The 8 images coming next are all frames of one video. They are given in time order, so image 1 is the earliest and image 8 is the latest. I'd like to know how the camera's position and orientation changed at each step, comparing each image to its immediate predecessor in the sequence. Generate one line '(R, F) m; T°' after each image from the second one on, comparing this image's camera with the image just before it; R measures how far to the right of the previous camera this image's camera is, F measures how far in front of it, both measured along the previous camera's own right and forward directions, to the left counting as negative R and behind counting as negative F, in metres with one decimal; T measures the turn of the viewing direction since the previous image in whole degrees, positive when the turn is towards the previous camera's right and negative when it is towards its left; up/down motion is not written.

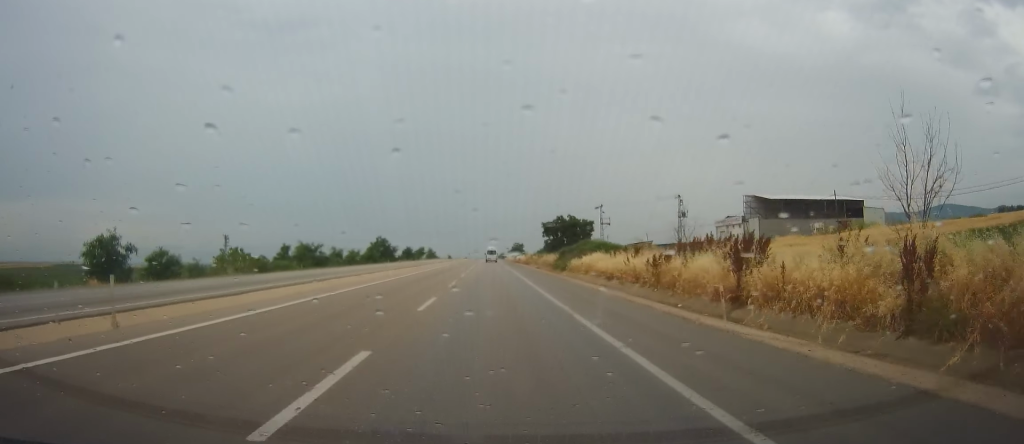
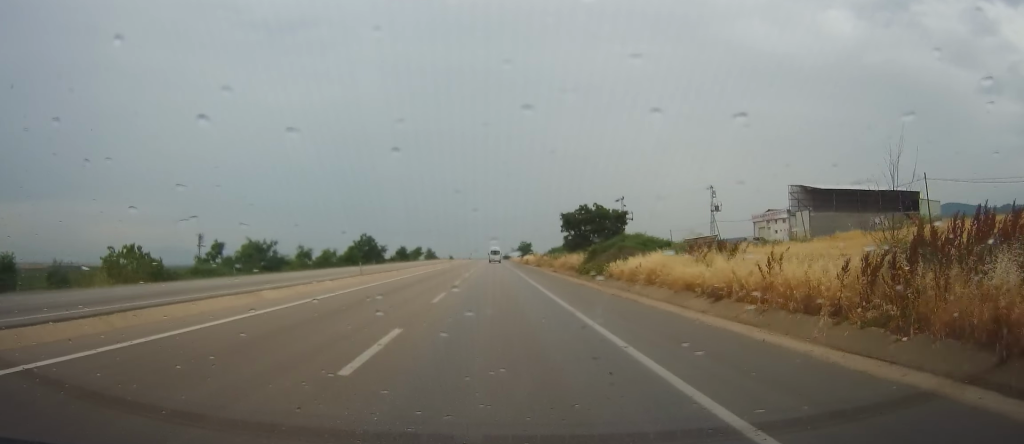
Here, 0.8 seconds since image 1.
(+0.8, +19.6) m; +1°
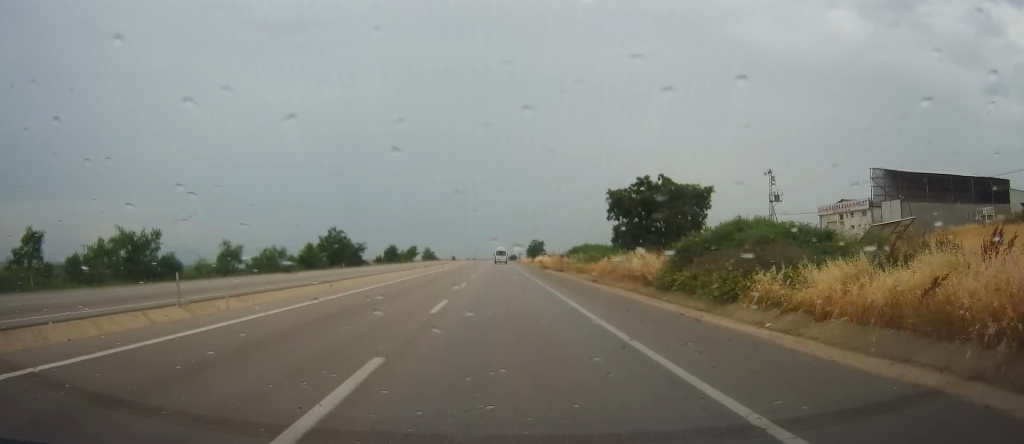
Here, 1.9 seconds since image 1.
(-0.4, +27.7) m; -1°
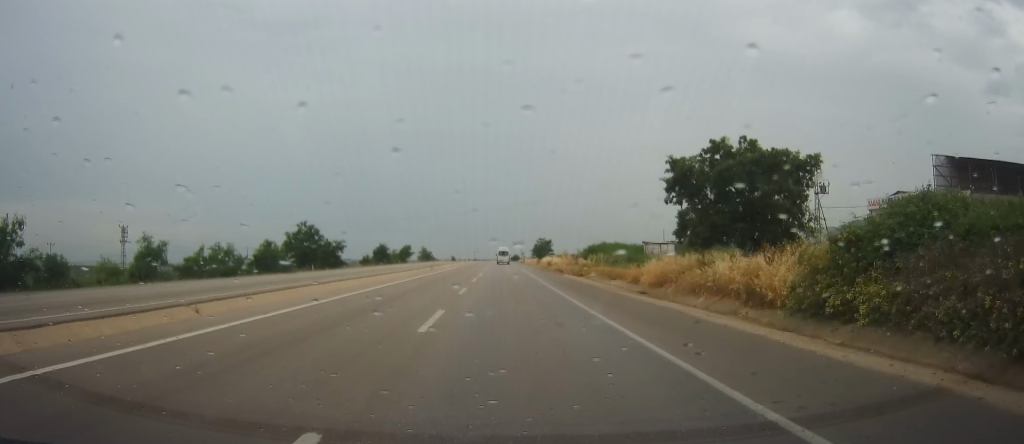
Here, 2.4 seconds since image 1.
(0.0, +15.4) m; 0°
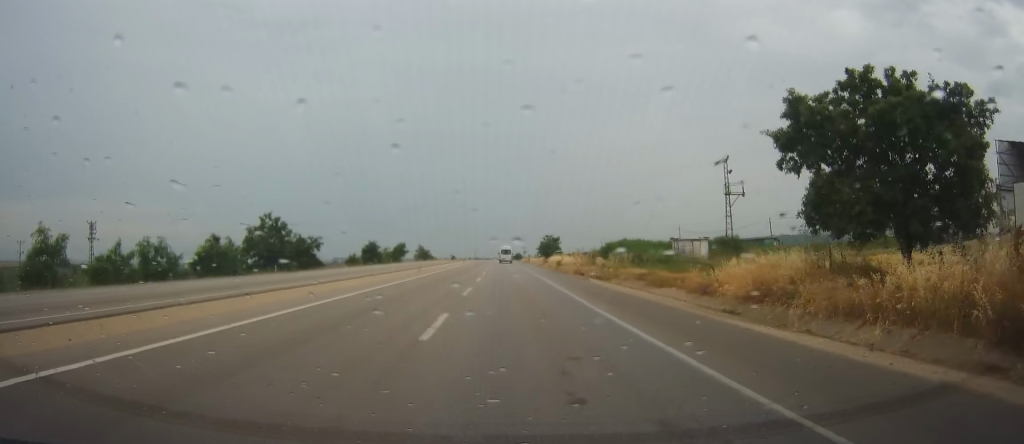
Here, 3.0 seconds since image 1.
(0.0, +13.2) m; 0°
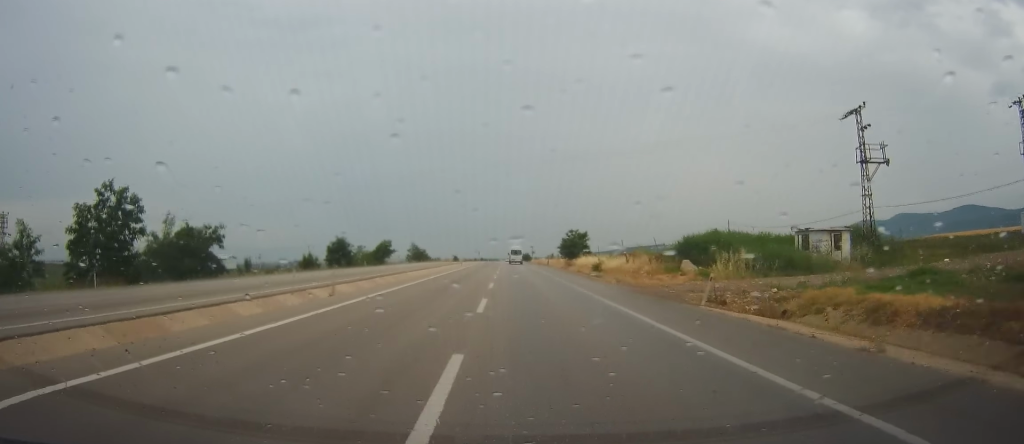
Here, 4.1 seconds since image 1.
(-0.2, +29.7) m; -1°
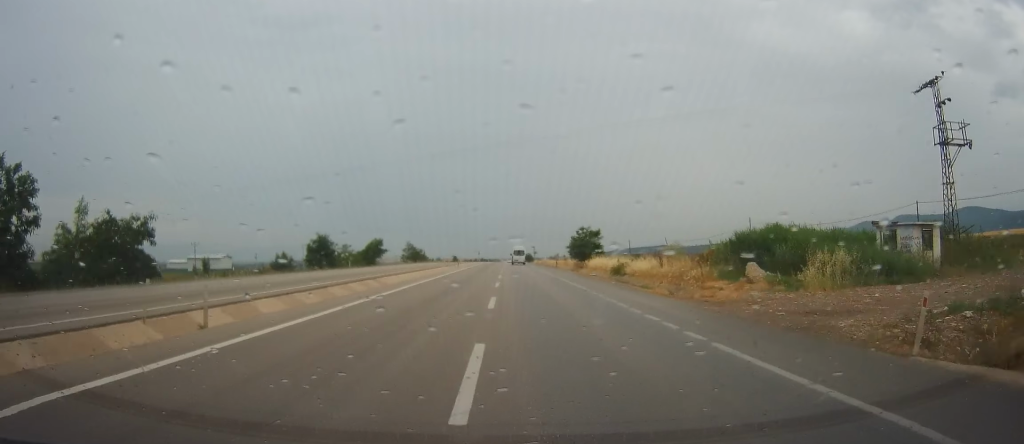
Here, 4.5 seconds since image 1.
(-0.3, +10.4) m; 0°
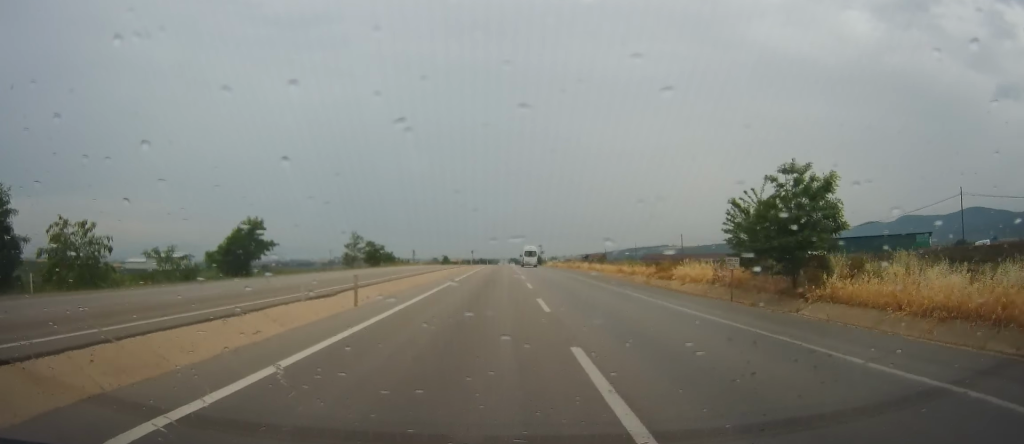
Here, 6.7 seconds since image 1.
(0.0, +58.9) m; -1°
